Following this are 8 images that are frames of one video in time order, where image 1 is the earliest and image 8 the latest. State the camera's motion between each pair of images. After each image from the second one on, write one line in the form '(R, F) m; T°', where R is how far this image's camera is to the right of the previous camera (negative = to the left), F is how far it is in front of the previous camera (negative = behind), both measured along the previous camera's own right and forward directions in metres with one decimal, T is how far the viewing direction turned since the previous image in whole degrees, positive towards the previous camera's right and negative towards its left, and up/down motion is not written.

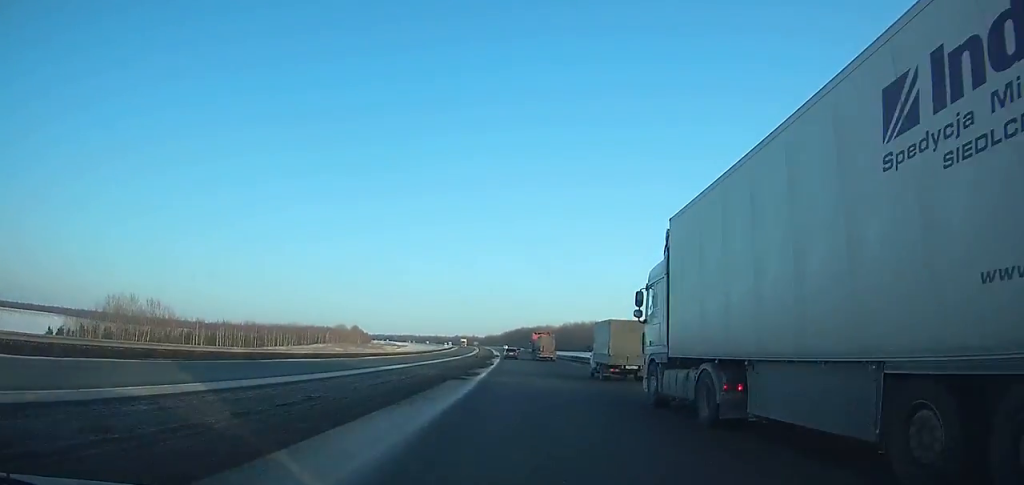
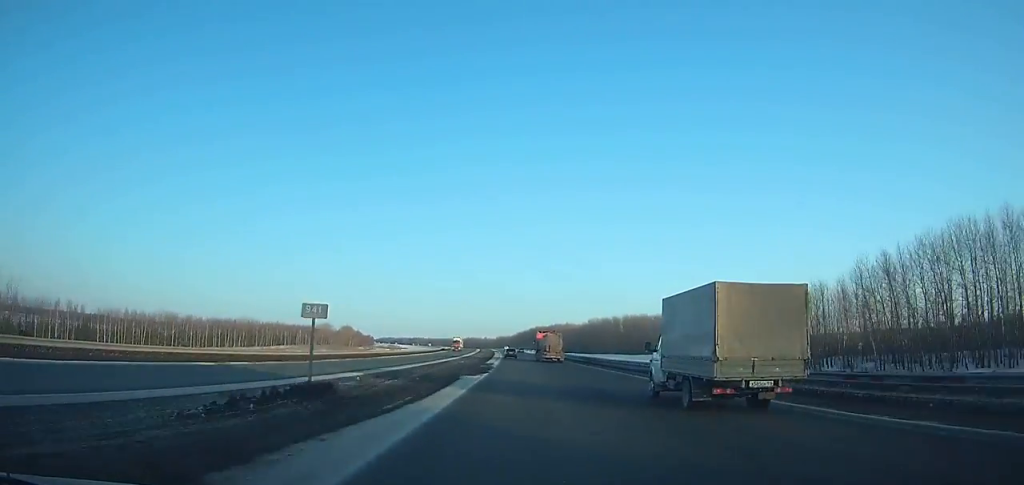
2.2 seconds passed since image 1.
(-0.9, +63.9) m; -1°
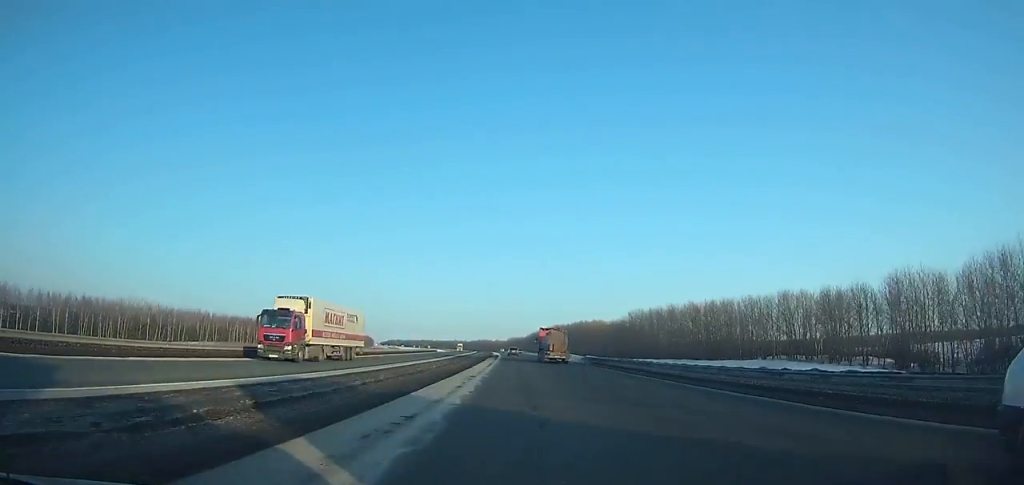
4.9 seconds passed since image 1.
(-0.9, +77.4) m; -1°
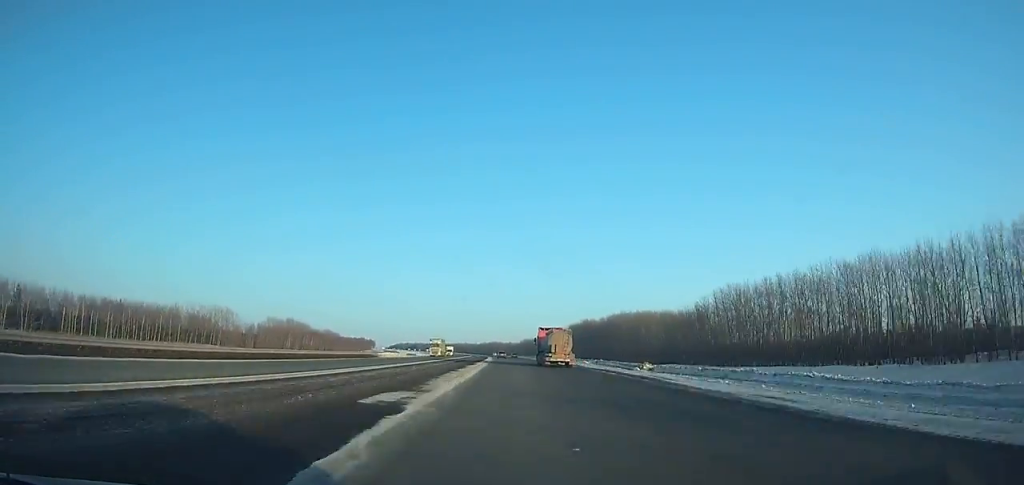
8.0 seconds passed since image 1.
(-1.1, +87.9) m; -2°
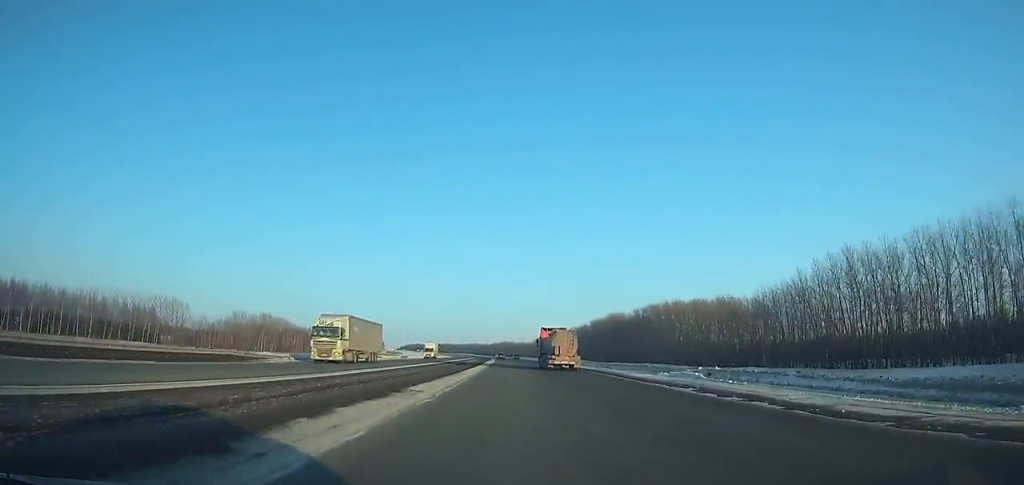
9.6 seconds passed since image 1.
(-0.3, +45.1) m; -1°
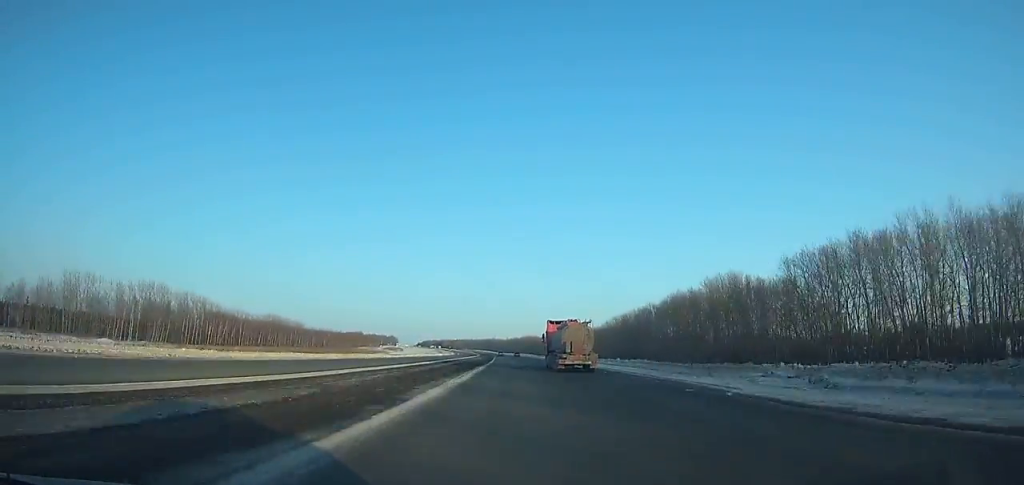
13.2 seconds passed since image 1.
(-2.6, +101.3) m; -2°
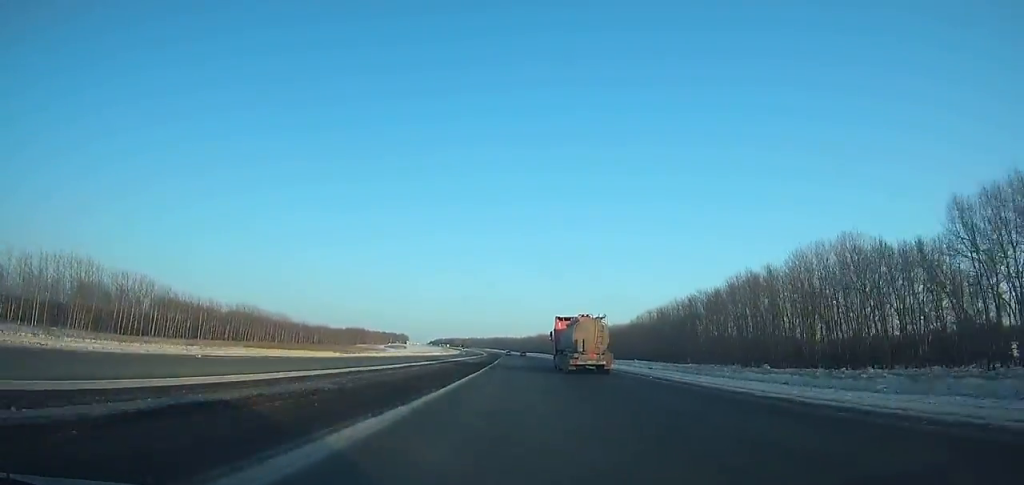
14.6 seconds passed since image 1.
(-0.3, +39.5) m; -1°
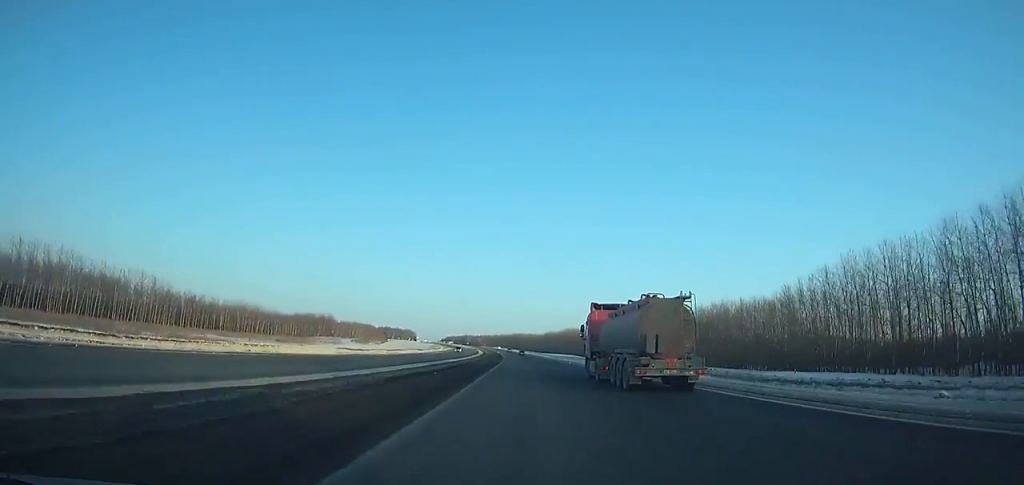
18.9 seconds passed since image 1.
(-1.7, +121.4) m; -1°
